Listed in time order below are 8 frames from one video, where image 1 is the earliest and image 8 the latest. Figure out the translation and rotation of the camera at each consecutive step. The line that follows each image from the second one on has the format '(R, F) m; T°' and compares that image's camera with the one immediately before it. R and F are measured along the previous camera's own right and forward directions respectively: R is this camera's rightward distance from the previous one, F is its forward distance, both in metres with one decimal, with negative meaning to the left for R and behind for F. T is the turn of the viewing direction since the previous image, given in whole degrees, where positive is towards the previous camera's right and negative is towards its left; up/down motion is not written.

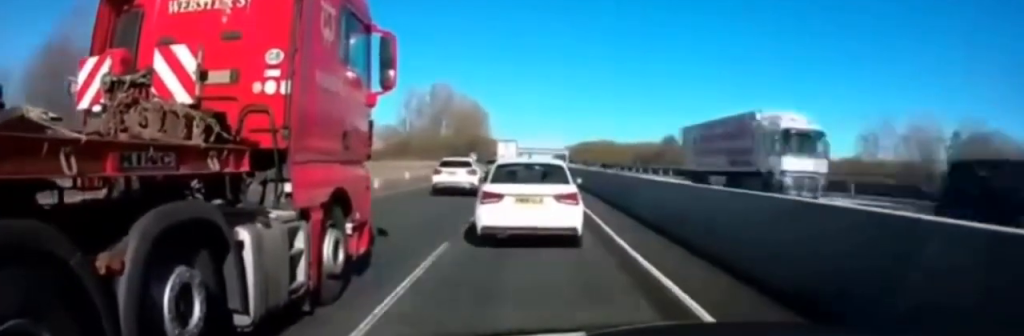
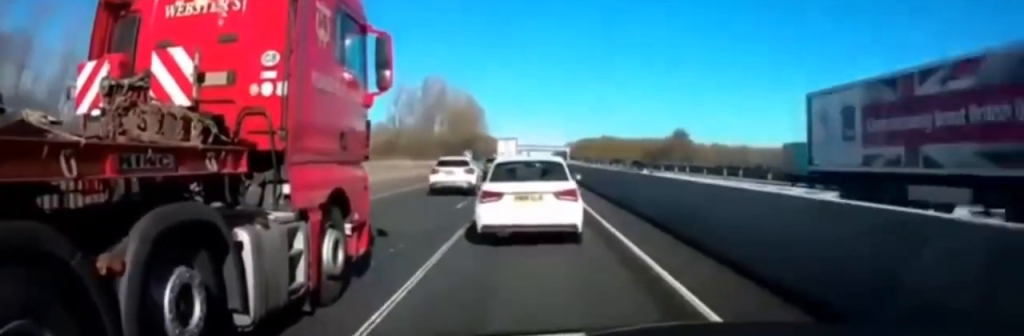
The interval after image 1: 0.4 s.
(+0.1, +9.0) m; 0°
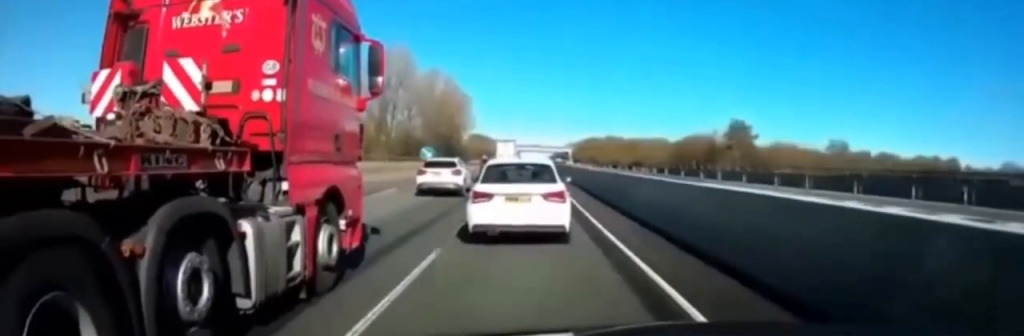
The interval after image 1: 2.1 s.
(-0.2, +34.0) m; 0°
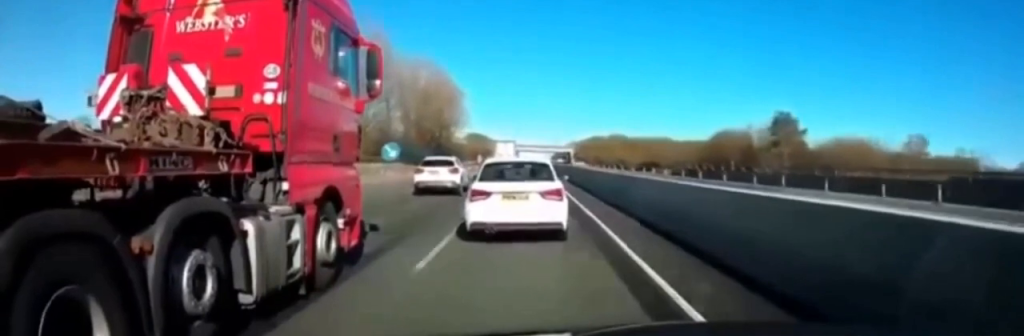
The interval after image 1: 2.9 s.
(+0.2, +16.2) m; 0°
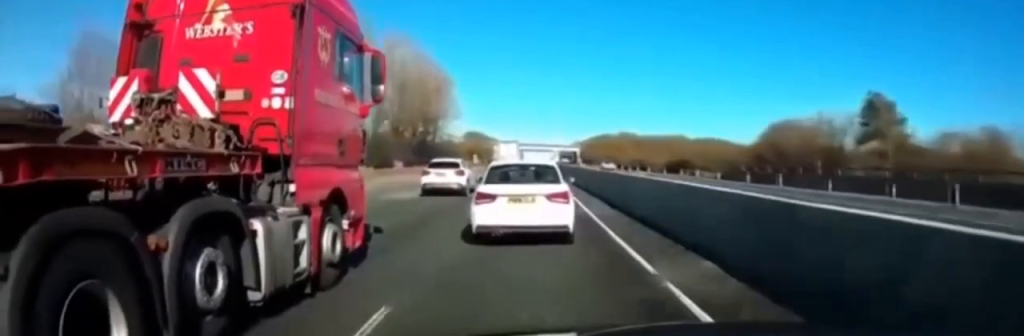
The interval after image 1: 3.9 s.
(-0.2, +19.6) m; 0°
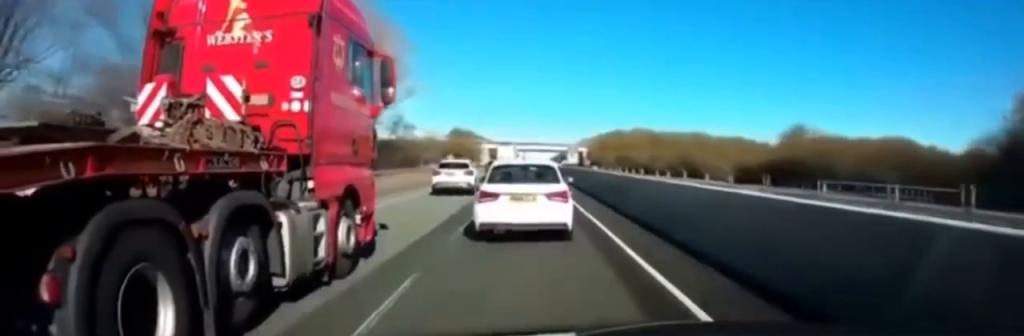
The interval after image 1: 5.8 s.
(+0.5, +40.1) m; +1°
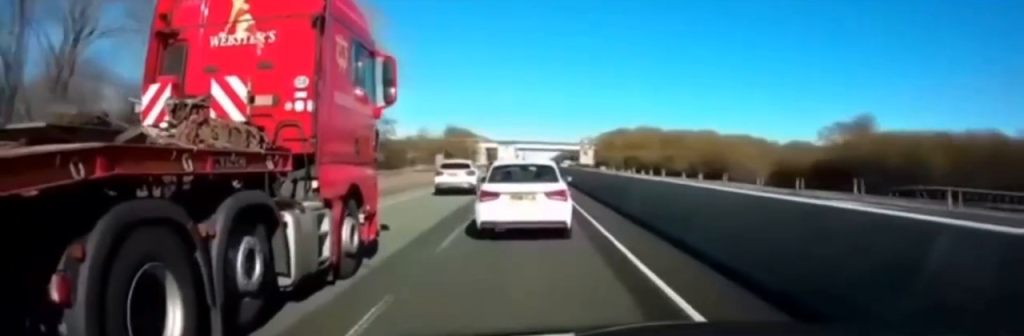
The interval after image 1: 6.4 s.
(-0.1, +10.7) m; 0°
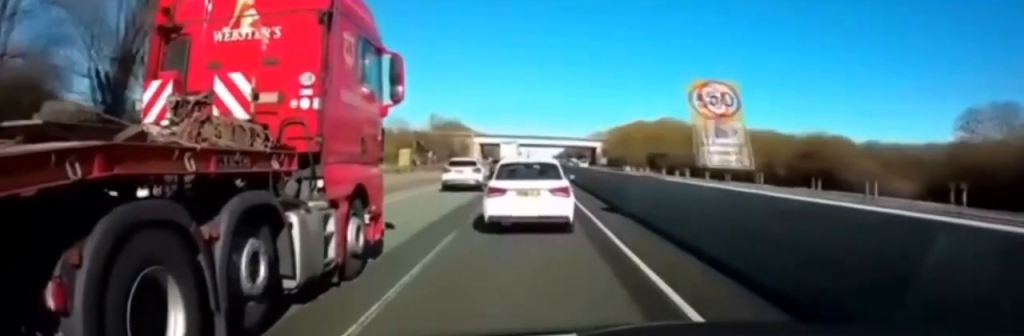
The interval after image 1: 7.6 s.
(0.0, +25.5) m; 0°
